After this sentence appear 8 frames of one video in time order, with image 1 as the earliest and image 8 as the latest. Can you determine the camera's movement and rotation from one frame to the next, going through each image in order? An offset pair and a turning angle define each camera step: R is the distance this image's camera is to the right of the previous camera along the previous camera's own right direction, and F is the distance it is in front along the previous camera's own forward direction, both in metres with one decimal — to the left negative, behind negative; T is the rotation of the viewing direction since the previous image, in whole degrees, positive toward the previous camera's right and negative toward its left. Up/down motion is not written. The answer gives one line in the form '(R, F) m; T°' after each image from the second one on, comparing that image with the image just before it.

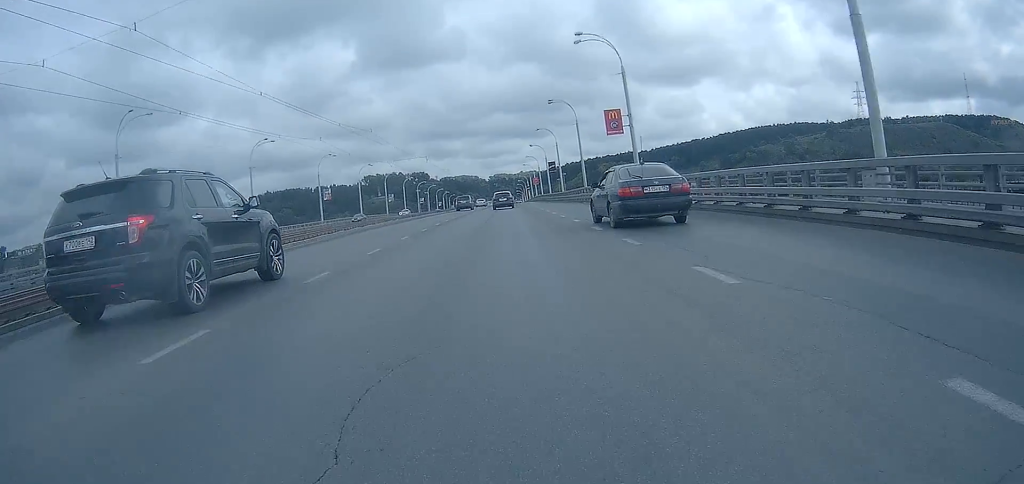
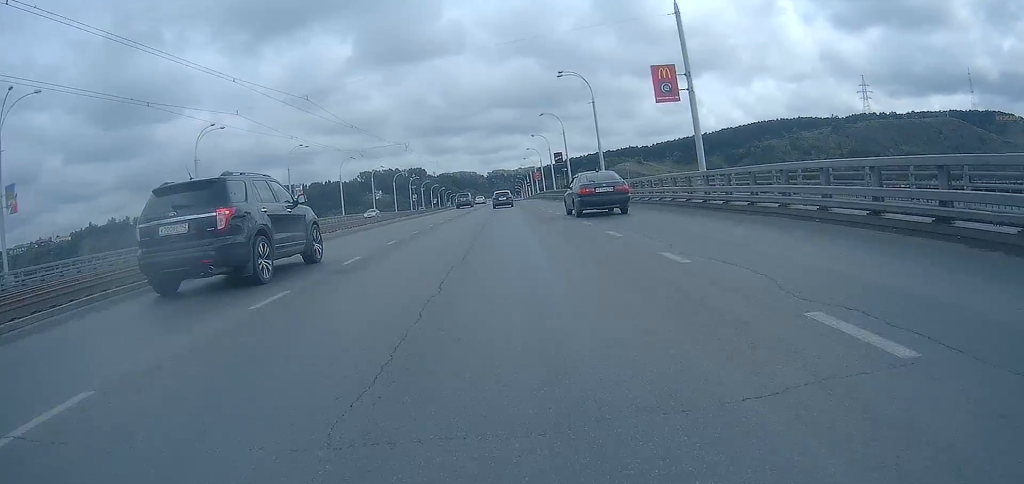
(0.0, +14.7) m; 0°
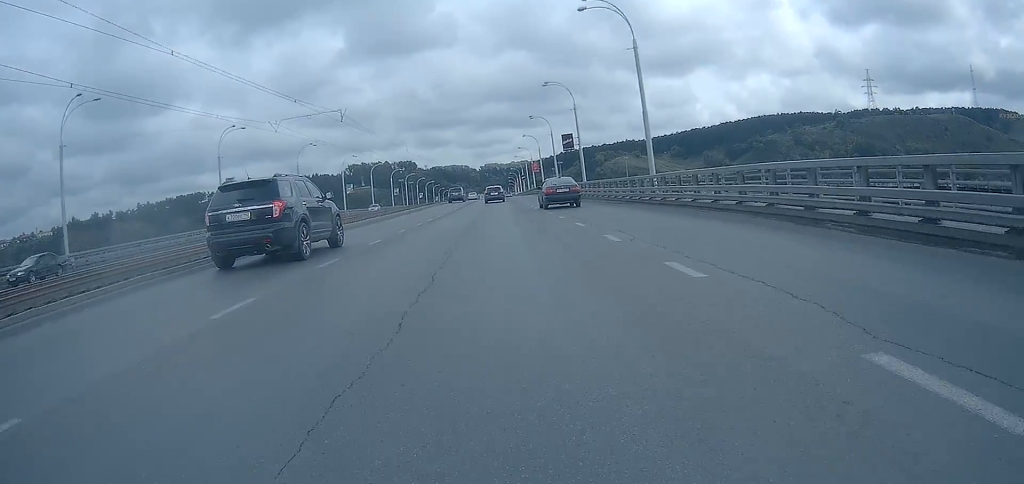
(0.0, +22.0) m; 0°
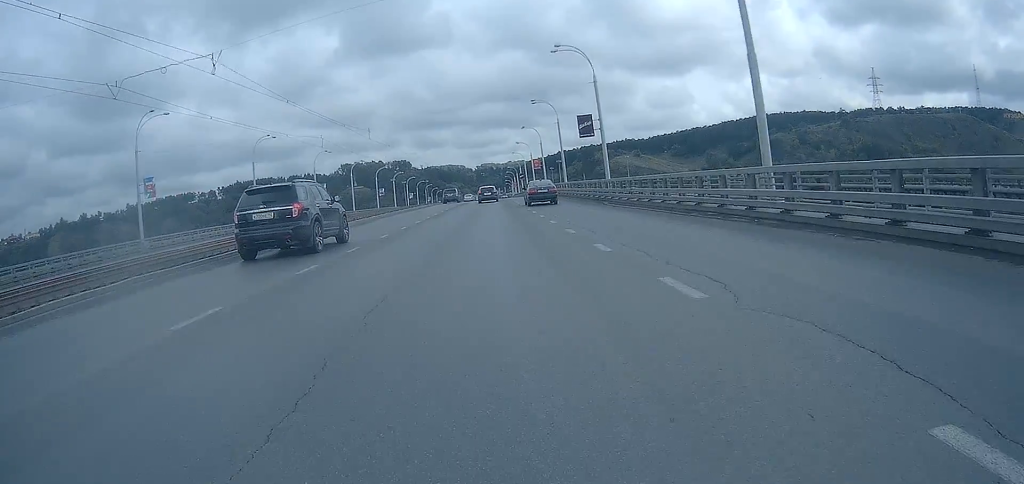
(-0.1, +17.8) m; 0°
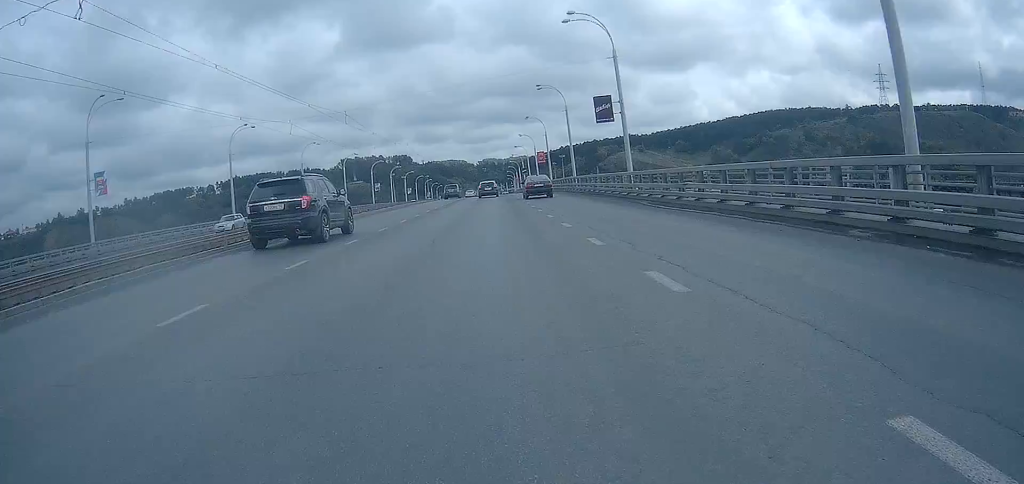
(0.0, +8.2) m; 0°
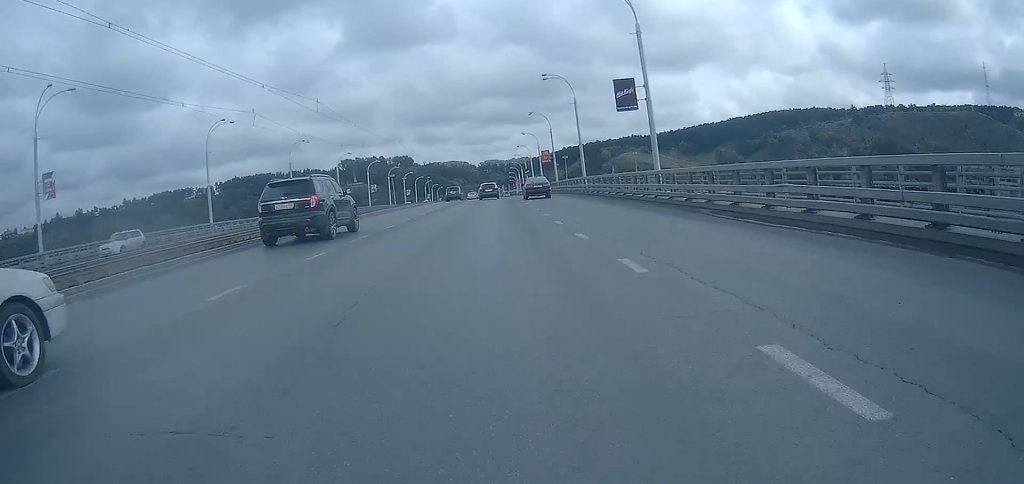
(0.0, +7.1) m; 0°
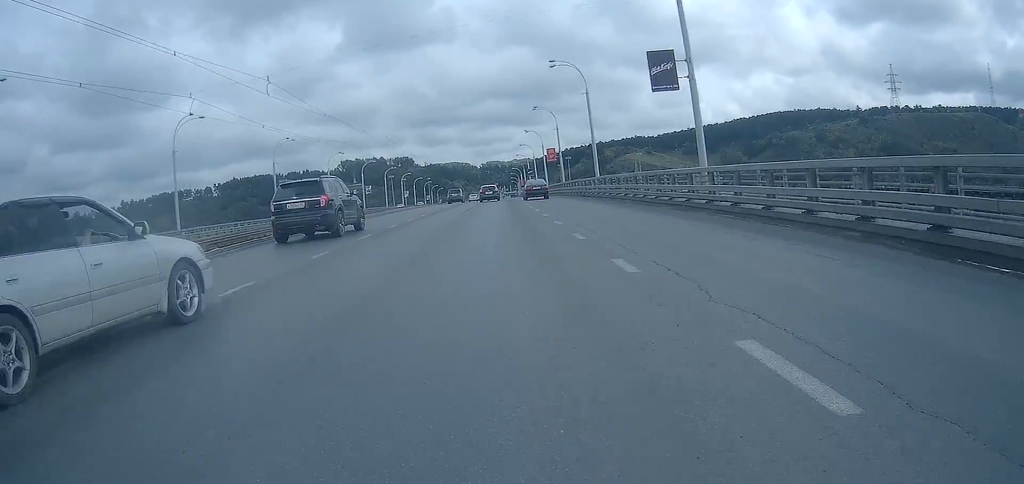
(0.0, +8.1) m; 0°
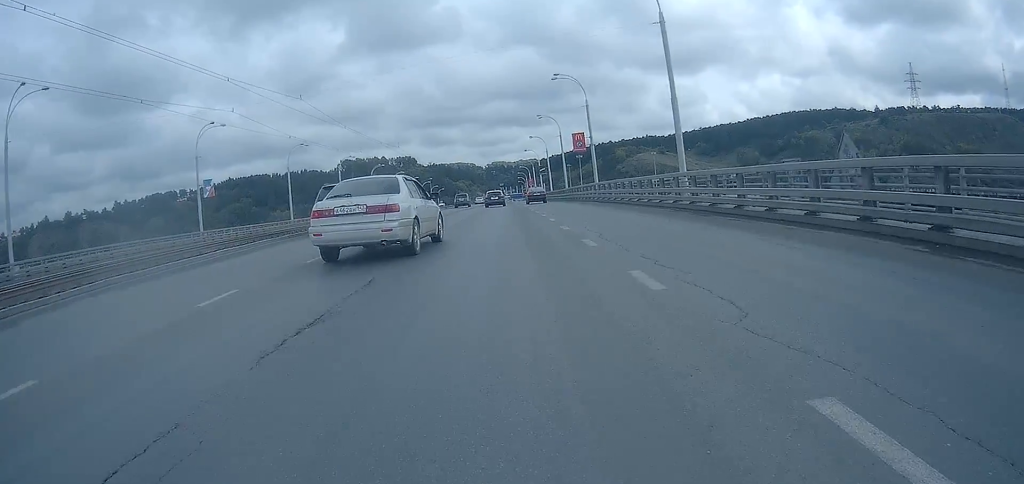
(-0.3, +26.0) m; -1°
